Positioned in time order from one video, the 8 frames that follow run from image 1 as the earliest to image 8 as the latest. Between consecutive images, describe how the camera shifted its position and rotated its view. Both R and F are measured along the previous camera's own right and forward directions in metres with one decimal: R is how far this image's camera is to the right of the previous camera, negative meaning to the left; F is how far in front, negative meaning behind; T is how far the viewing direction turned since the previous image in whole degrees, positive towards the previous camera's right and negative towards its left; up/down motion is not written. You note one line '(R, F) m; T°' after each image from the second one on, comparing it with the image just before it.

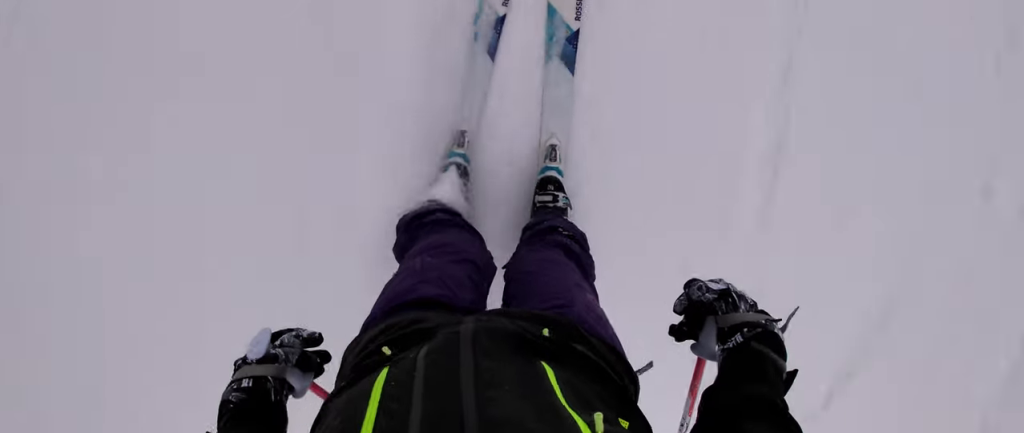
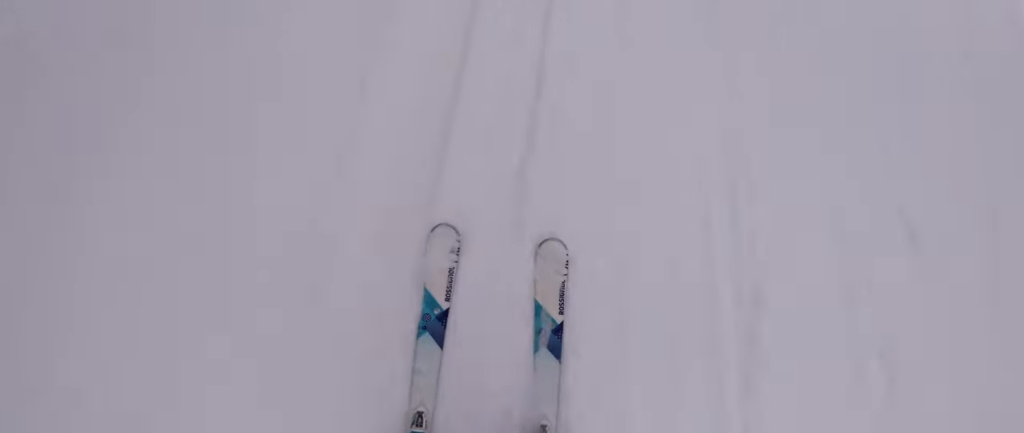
(0.0, +6.4) m; 0°
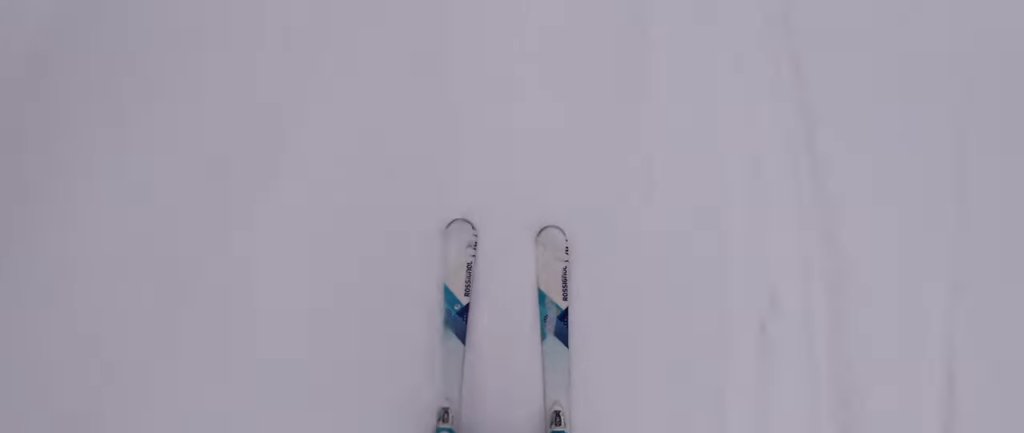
(0.0, +5.3) m; 0°
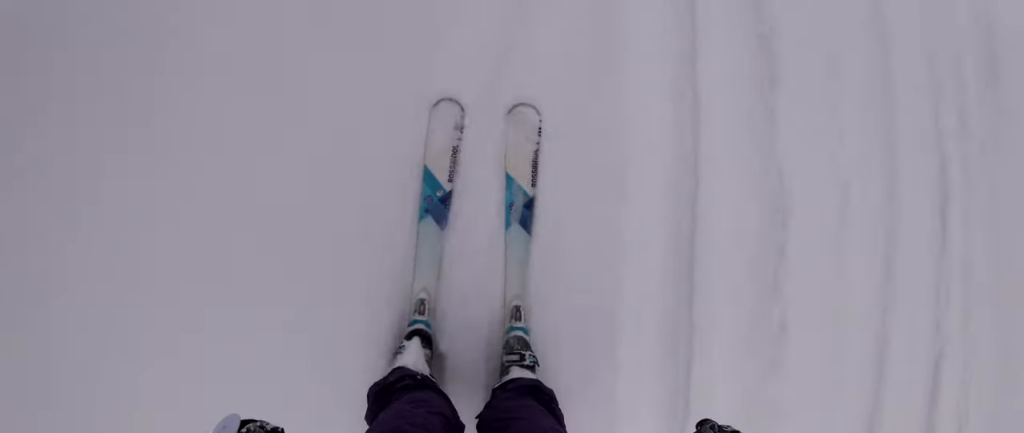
(0.0, +9.5) m; 0°
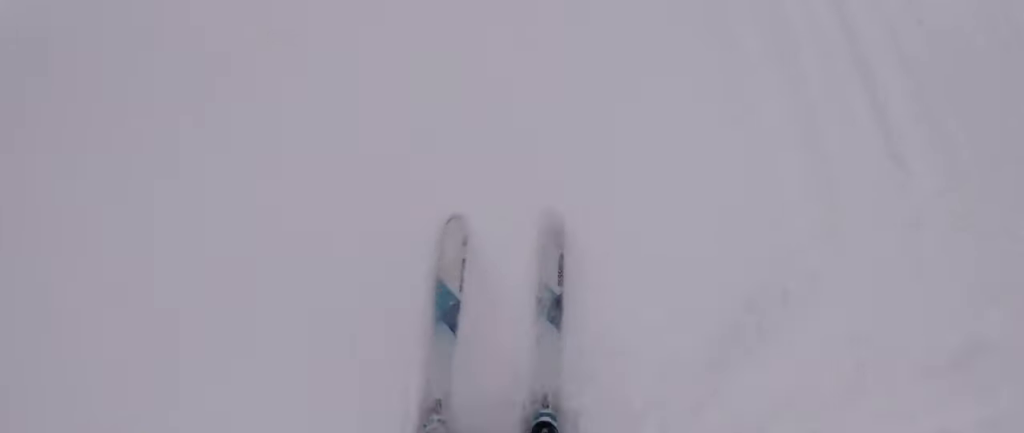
(0.0, +17.4) m; -7°
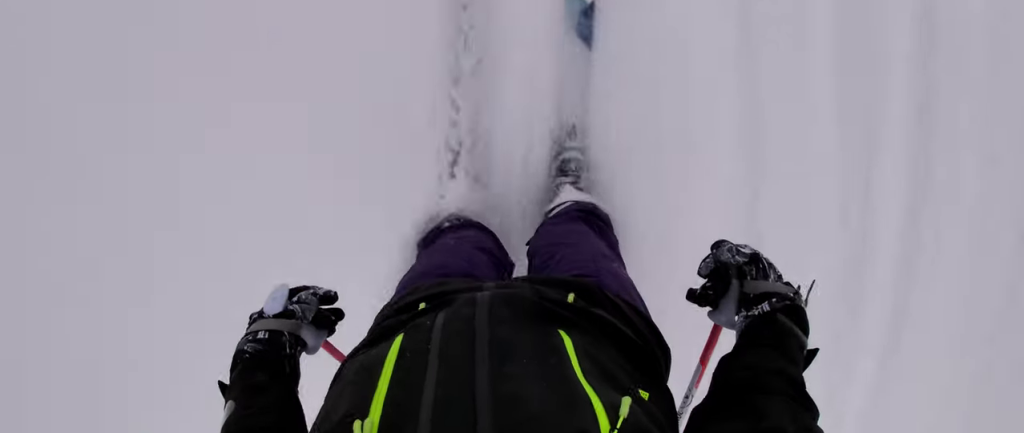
(-0.6, +4.7) m; -3°
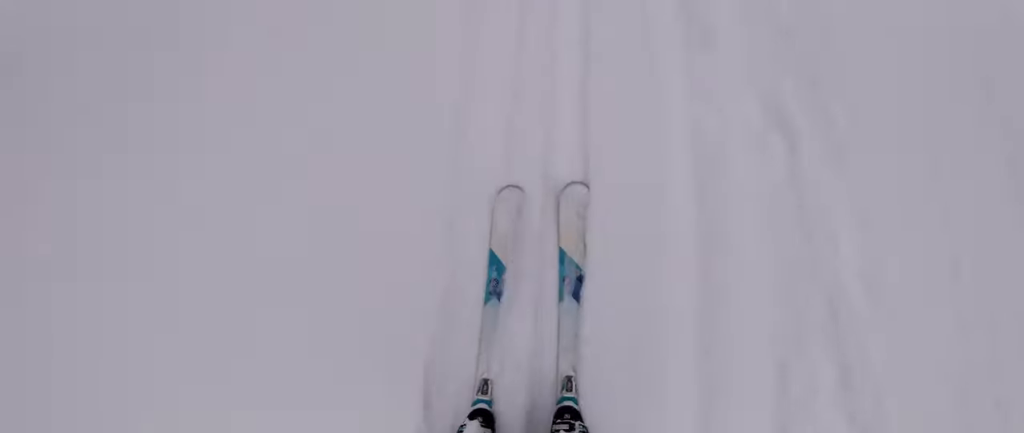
(+0.1, +4.6) m; -4°
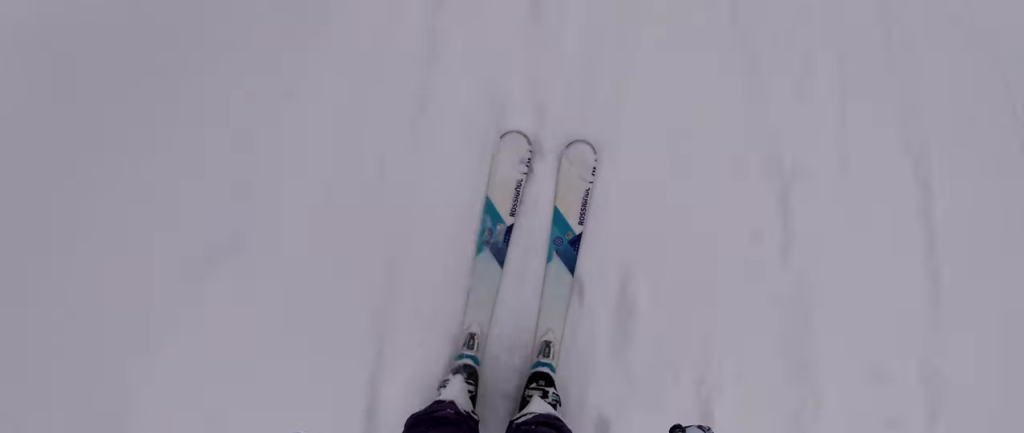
(-0.2, +3.8) m; -8°
